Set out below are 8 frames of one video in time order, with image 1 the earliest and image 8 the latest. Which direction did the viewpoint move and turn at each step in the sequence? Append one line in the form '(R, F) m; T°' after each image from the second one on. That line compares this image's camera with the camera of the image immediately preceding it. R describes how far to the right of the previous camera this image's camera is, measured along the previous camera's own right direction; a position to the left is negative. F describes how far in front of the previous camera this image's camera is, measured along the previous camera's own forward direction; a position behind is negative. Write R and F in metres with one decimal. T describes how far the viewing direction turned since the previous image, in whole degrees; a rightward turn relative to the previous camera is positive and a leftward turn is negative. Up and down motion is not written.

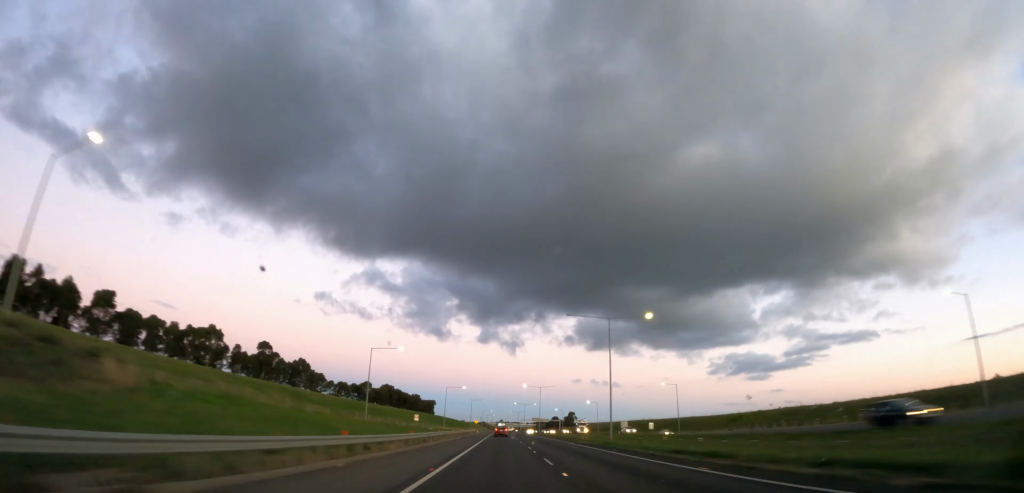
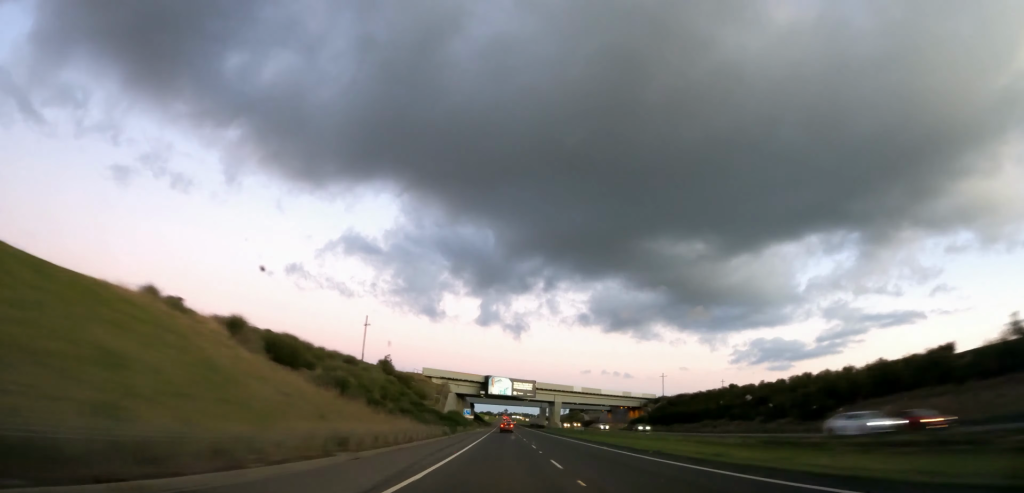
(-0.5, +32.2) m; 0°
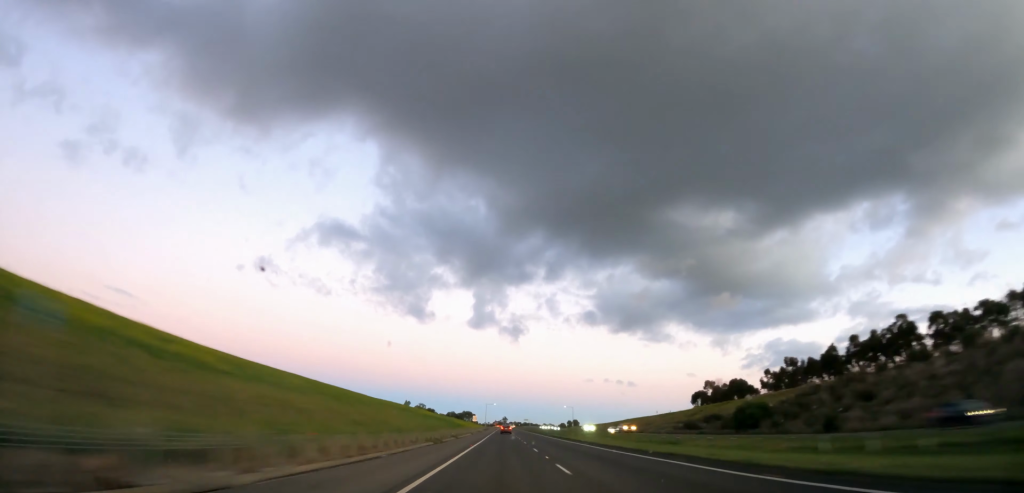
(+0.3, +22.6) m; +1°
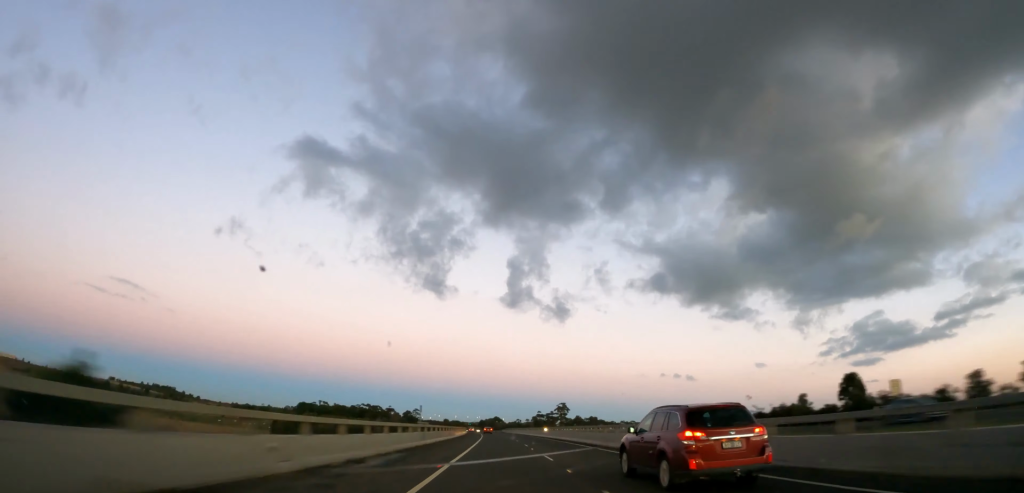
(+1.0, +43.0) m; +1°
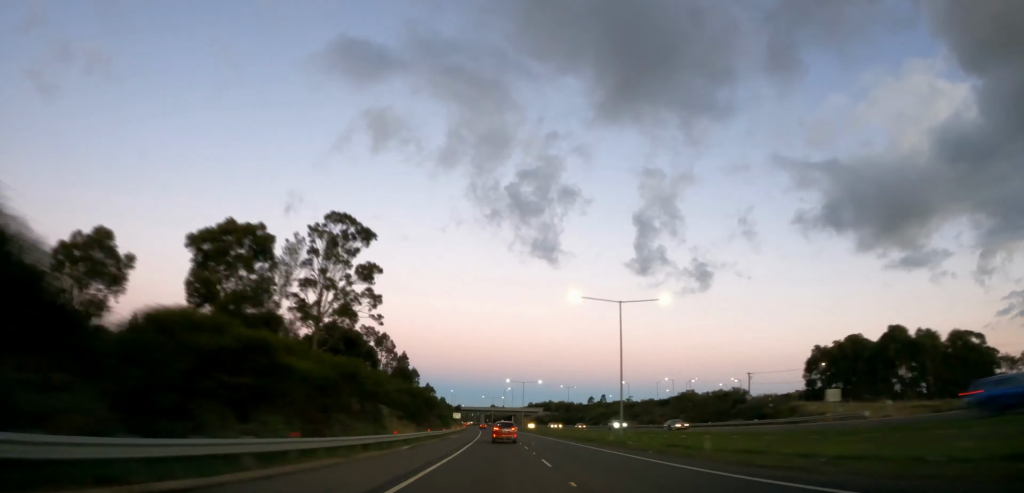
(-0.6, +32.2) m; -1°
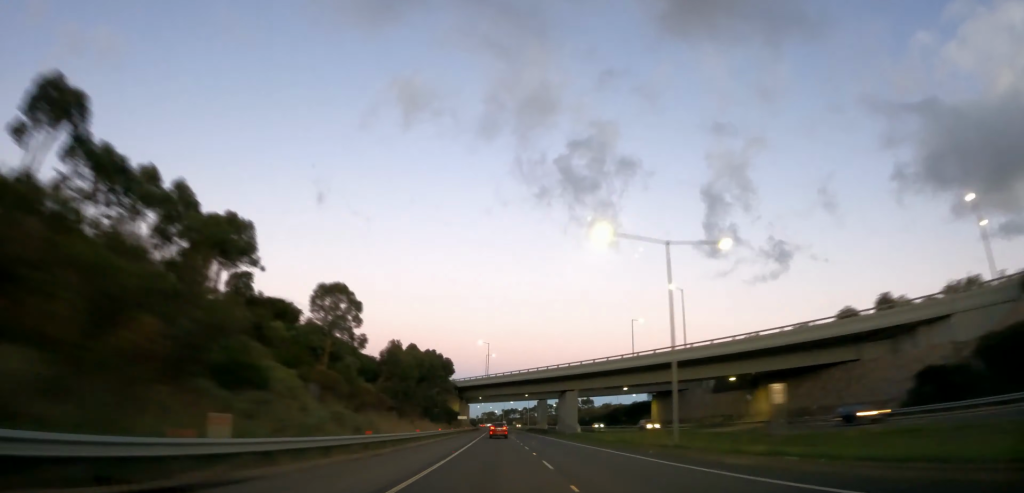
(-0.1, +15.5) m; 0°
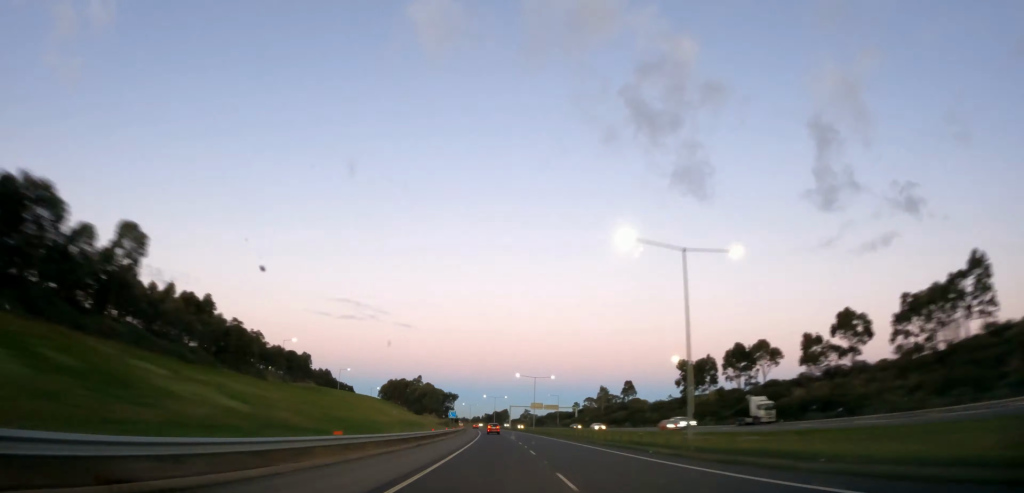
(0.0, +25.1) m; 0°
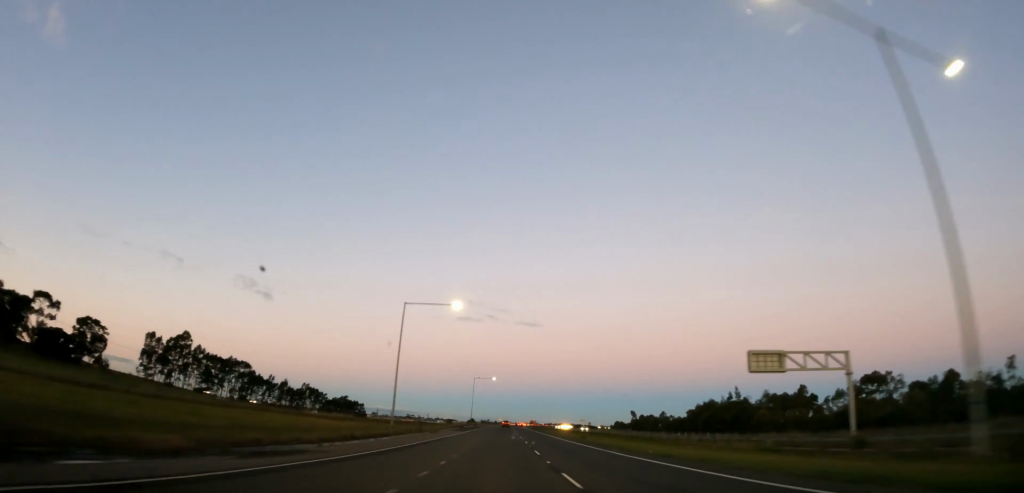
(+0.1, +51.2) m; 0°
